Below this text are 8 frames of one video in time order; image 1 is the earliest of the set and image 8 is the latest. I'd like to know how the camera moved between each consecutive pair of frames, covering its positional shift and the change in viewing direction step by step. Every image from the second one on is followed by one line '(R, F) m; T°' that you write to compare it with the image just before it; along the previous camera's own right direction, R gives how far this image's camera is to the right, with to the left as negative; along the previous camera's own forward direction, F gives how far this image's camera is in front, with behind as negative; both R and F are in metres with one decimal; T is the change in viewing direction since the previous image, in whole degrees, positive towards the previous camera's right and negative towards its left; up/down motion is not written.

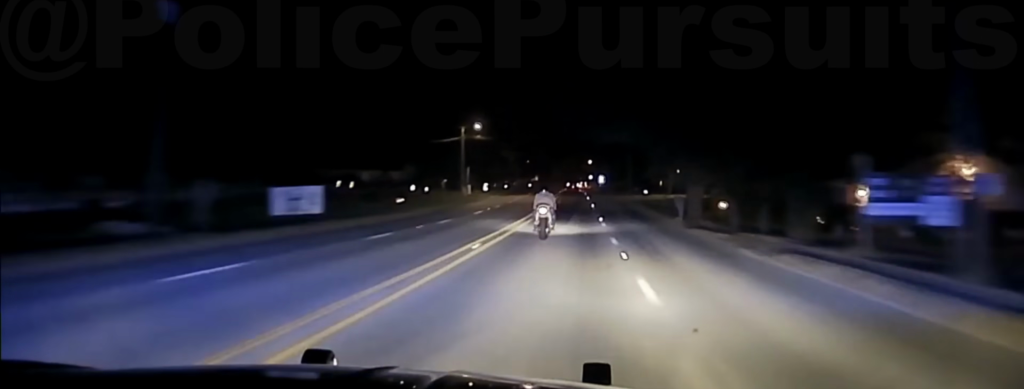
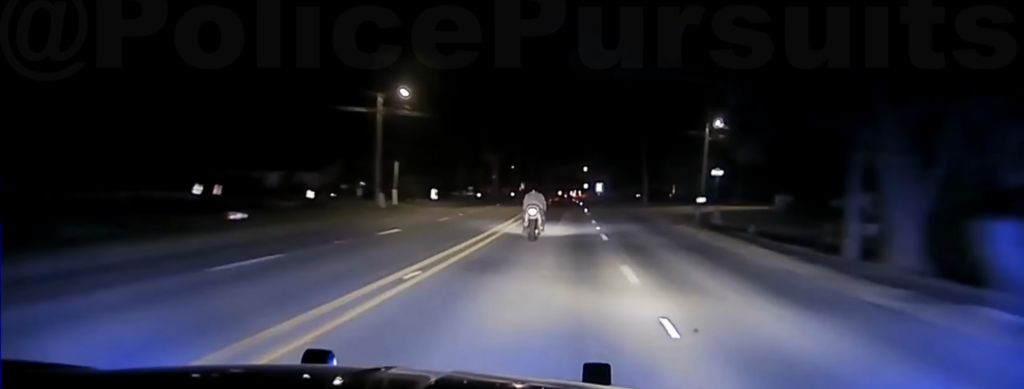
(+0.1, +32.5) m; 0°
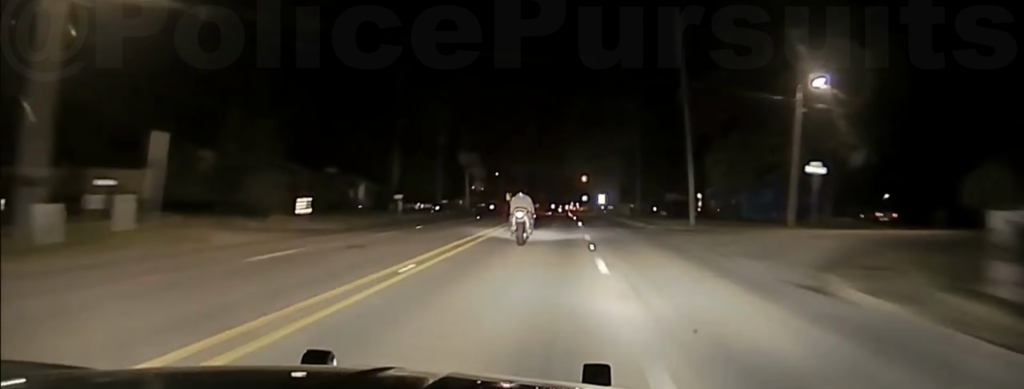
(0.0, +34.9) m; 0°
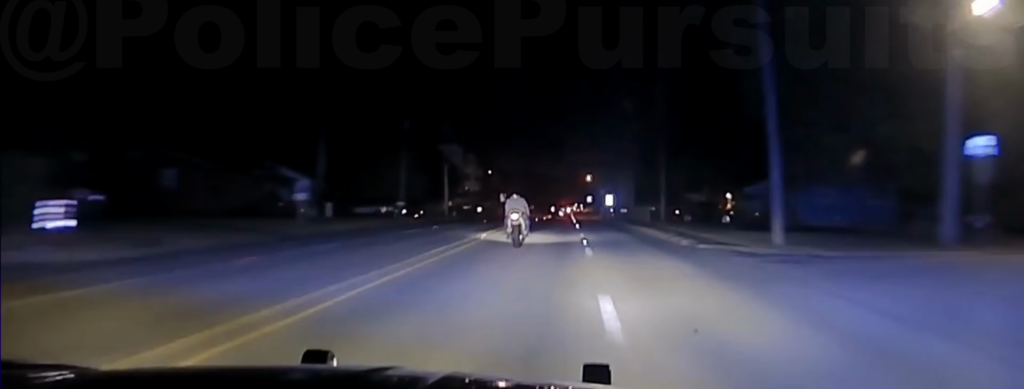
(0.0, +17.8) m; 0°
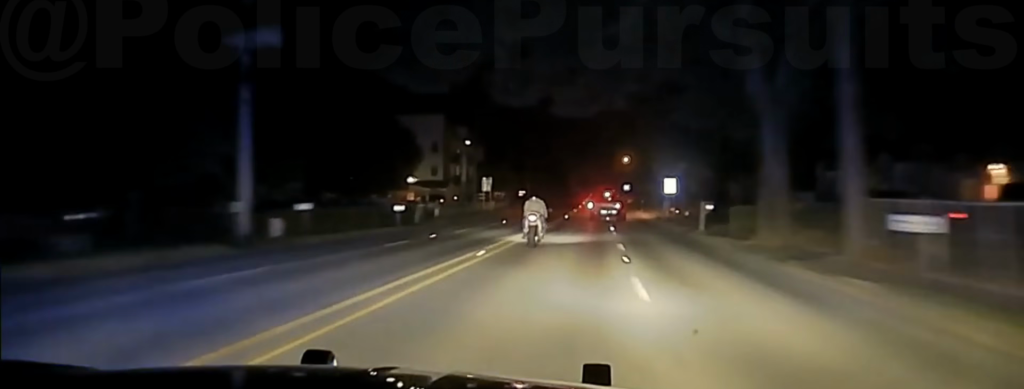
(-0.7, +55.6) m; -1°
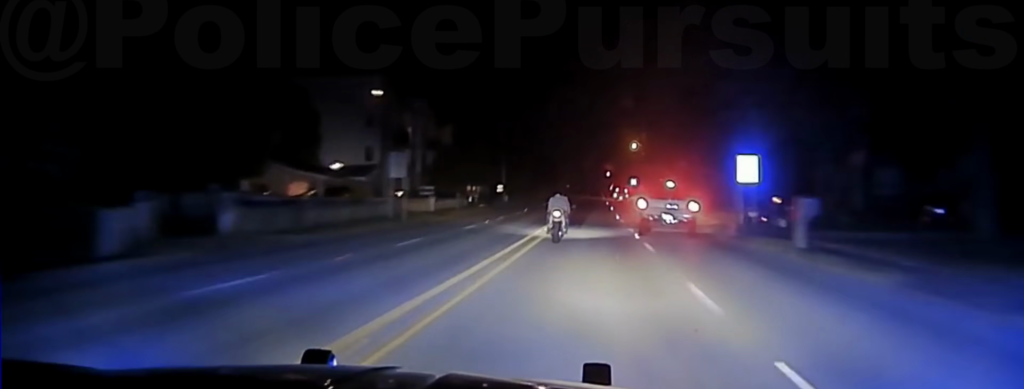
(0.0, +36.8) m; 0°
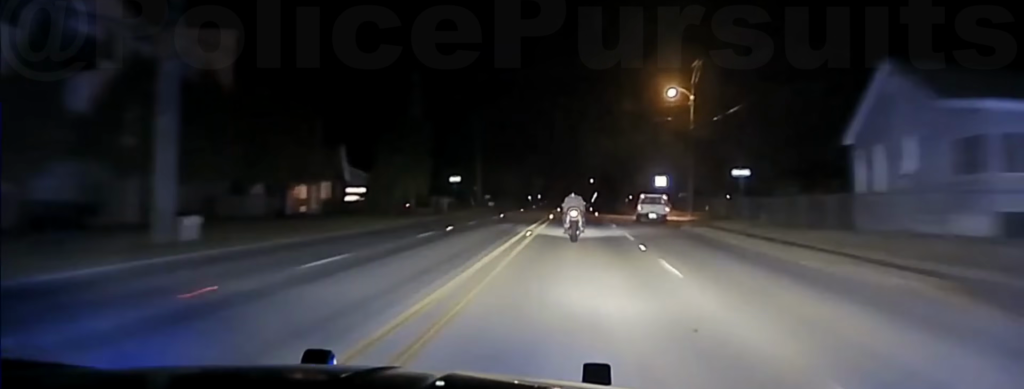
(+0.9, +74.8) m; +1°
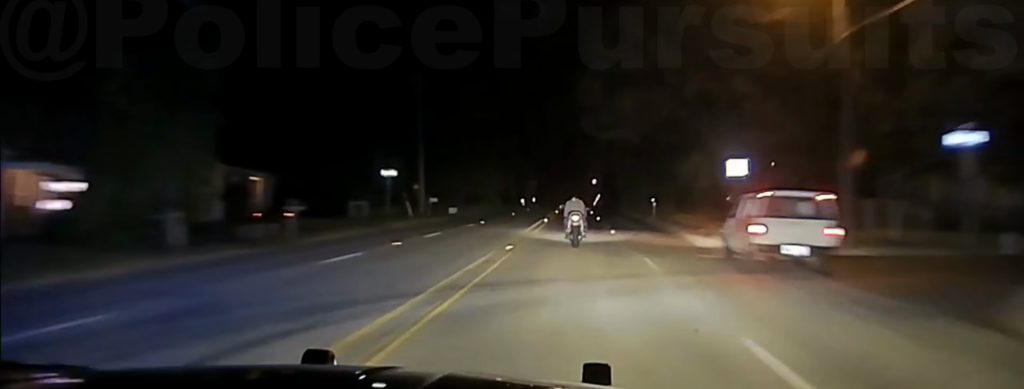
(+0.1, +36.2) m; 0°
